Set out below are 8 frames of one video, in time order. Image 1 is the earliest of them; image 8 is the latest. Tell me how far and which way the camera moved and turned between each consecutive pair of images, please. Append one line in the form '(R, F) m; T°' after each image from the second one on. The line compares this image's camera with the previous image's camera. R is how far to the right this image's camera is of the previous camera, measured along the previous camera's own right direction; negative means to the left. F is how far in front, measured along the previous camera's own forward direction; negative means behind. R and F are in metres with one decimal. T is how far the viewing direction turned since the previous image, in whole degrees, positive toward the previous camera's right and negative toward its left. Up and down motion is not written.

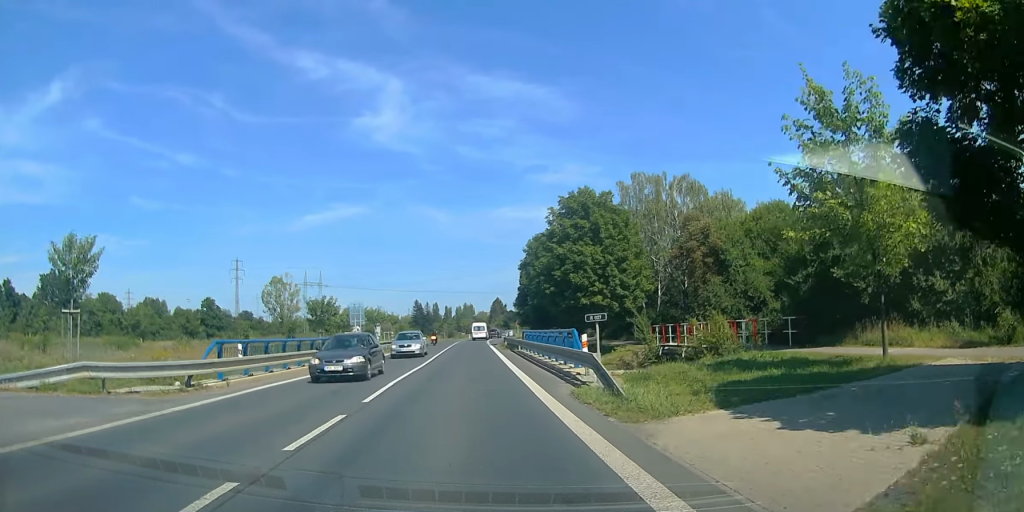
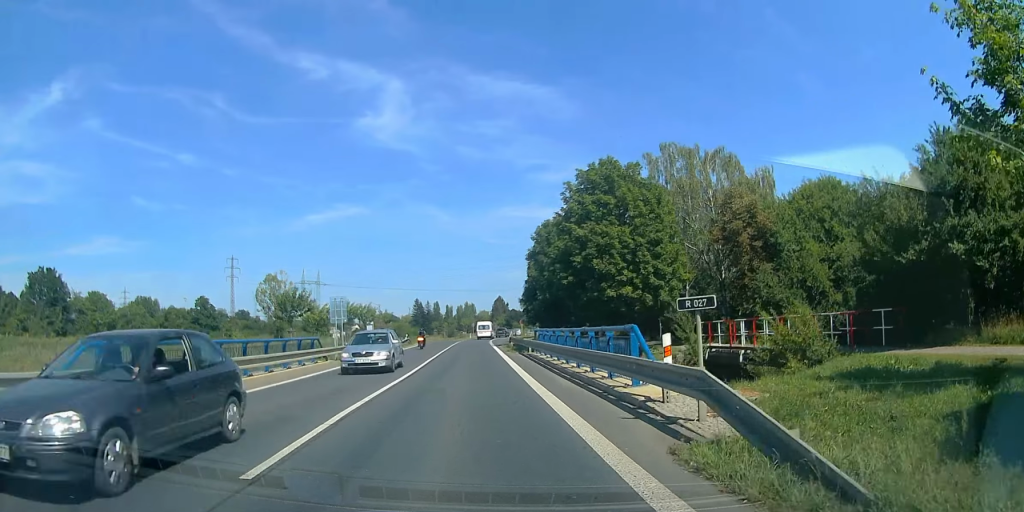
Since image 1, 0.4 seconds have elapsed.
(-0.7, +6.1) m; 0°
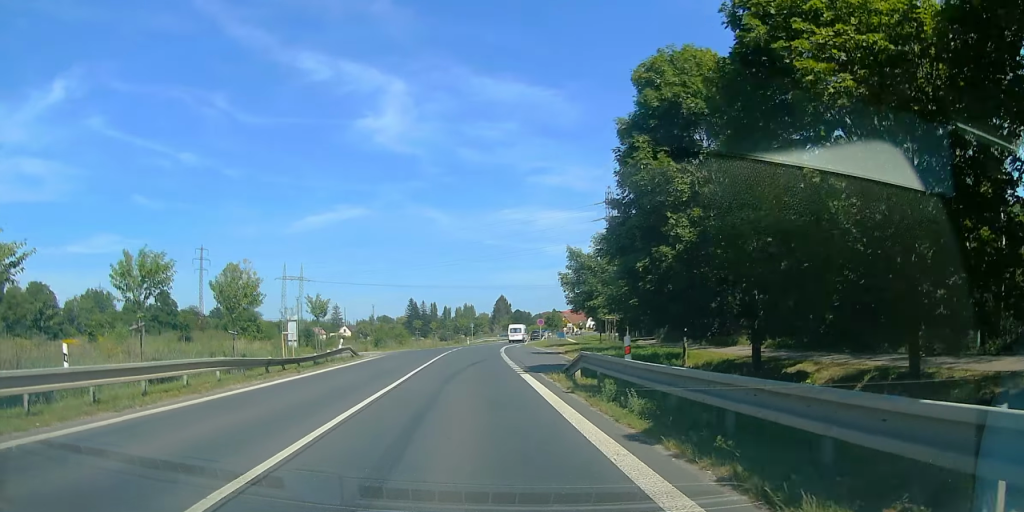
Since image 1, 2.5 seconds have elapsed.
(-0.1, +28.1) m; 0°
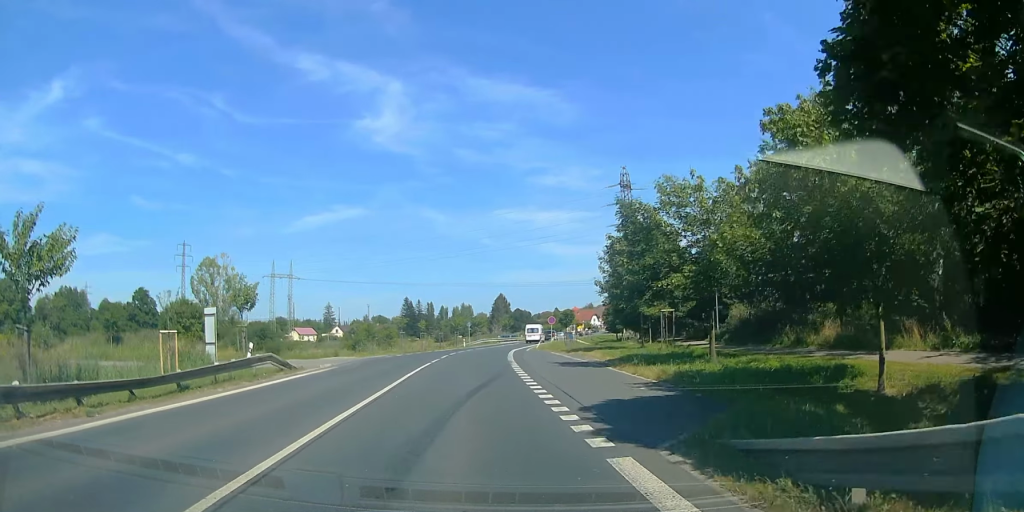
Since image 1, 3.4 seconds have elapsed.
(-0.4, +12.0) m; 0°
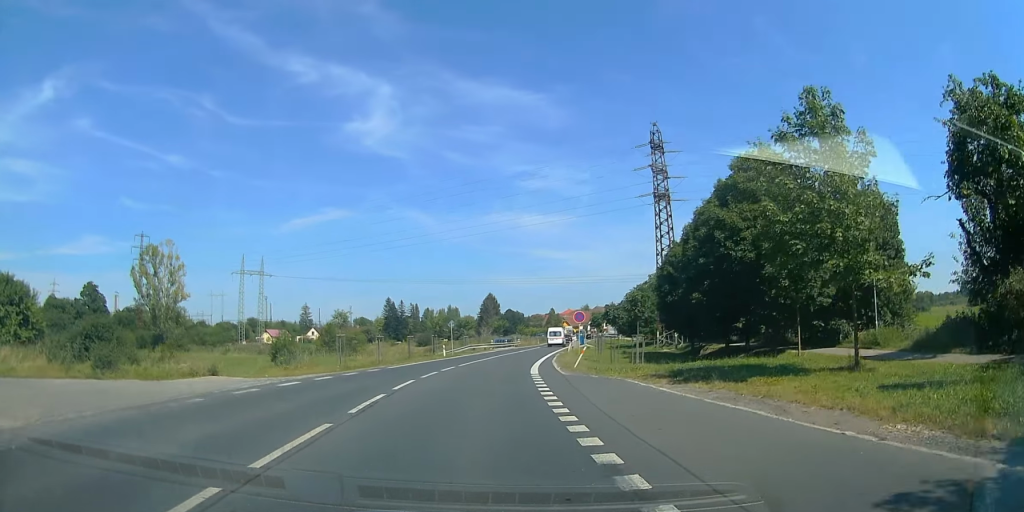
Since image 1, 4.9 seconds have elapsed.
(-0.3, +20.9) m; 0°
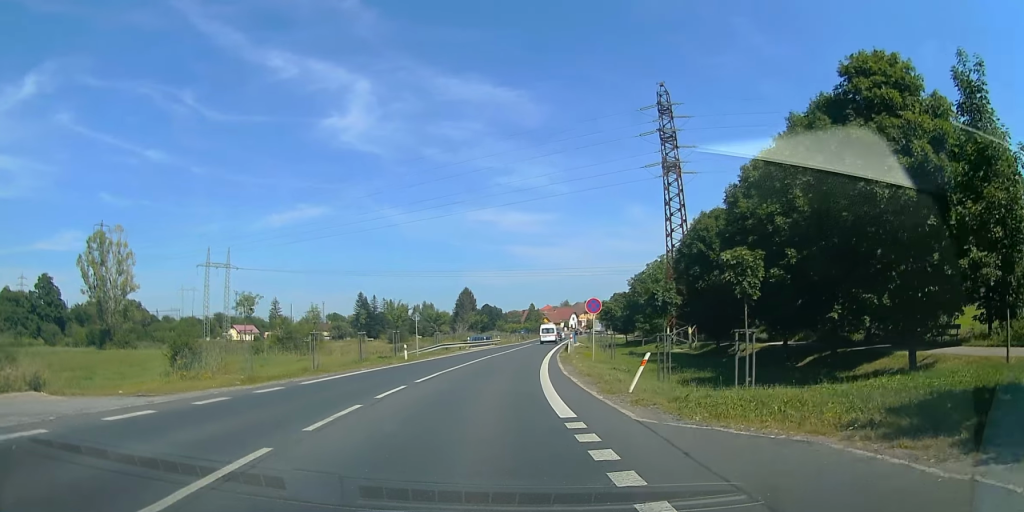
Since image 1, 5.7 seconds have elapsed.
(+0.9, +11.0) m; +5°
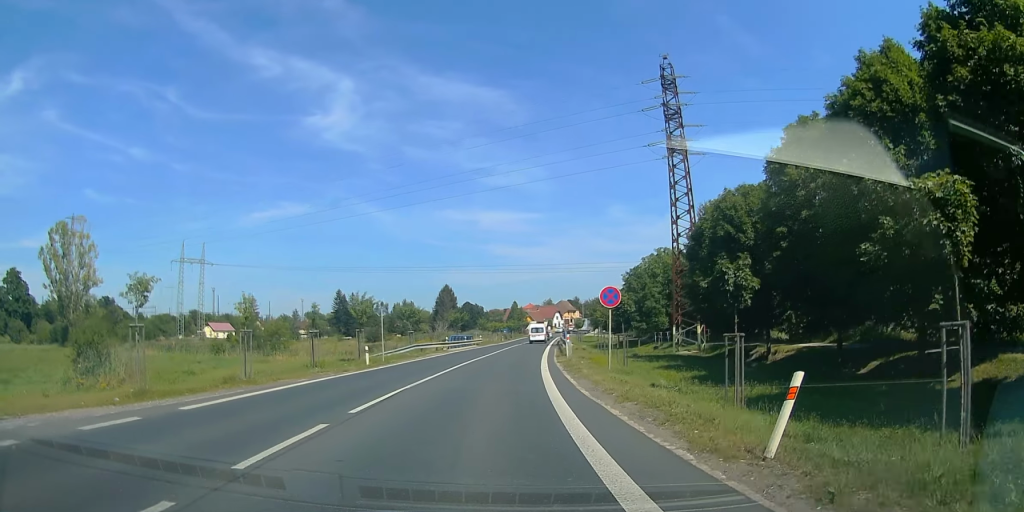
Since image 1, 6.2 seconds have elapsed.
(+0.3, +6.7) m; +2°
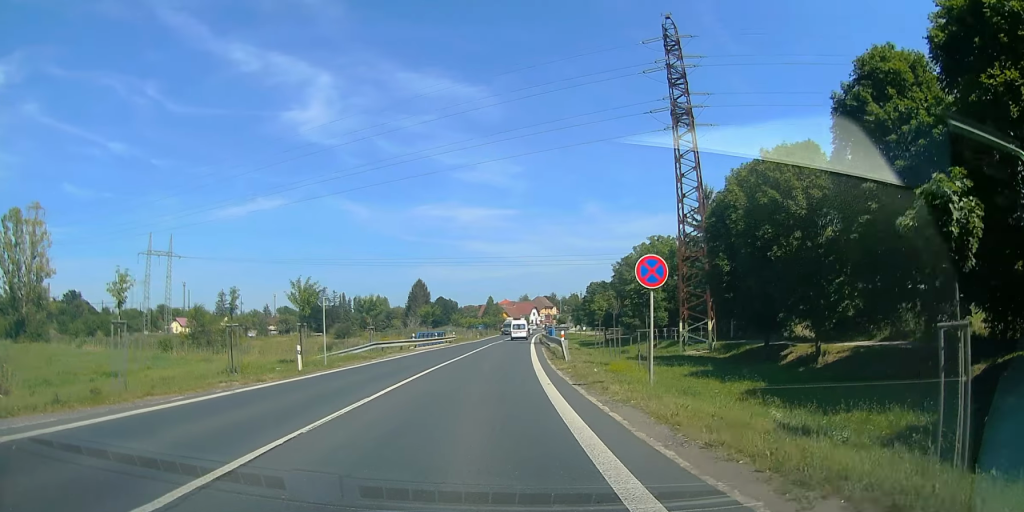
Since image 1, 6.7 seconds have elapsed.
(0.0, +7.3) m; 0°
